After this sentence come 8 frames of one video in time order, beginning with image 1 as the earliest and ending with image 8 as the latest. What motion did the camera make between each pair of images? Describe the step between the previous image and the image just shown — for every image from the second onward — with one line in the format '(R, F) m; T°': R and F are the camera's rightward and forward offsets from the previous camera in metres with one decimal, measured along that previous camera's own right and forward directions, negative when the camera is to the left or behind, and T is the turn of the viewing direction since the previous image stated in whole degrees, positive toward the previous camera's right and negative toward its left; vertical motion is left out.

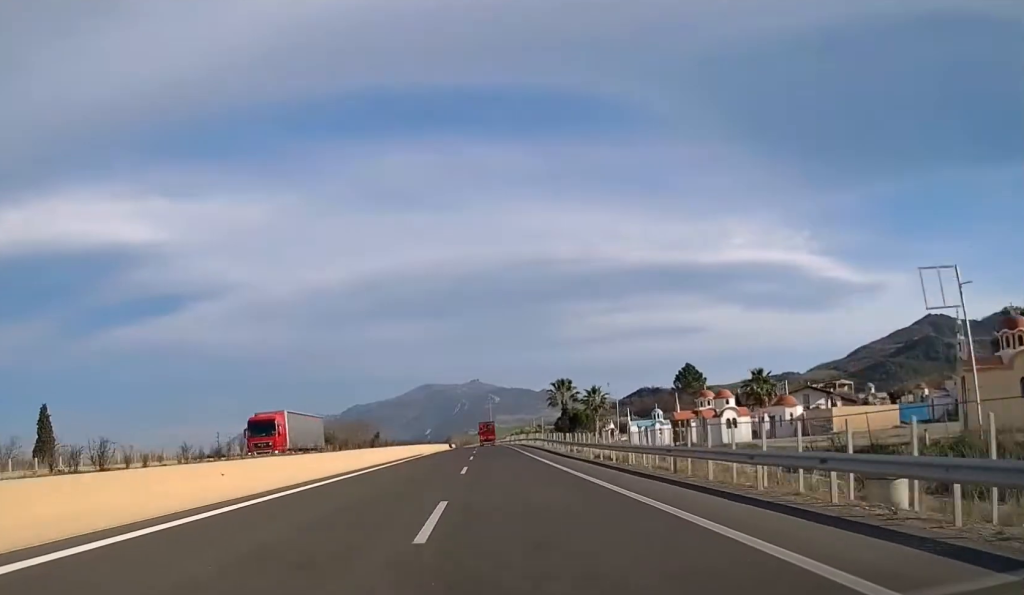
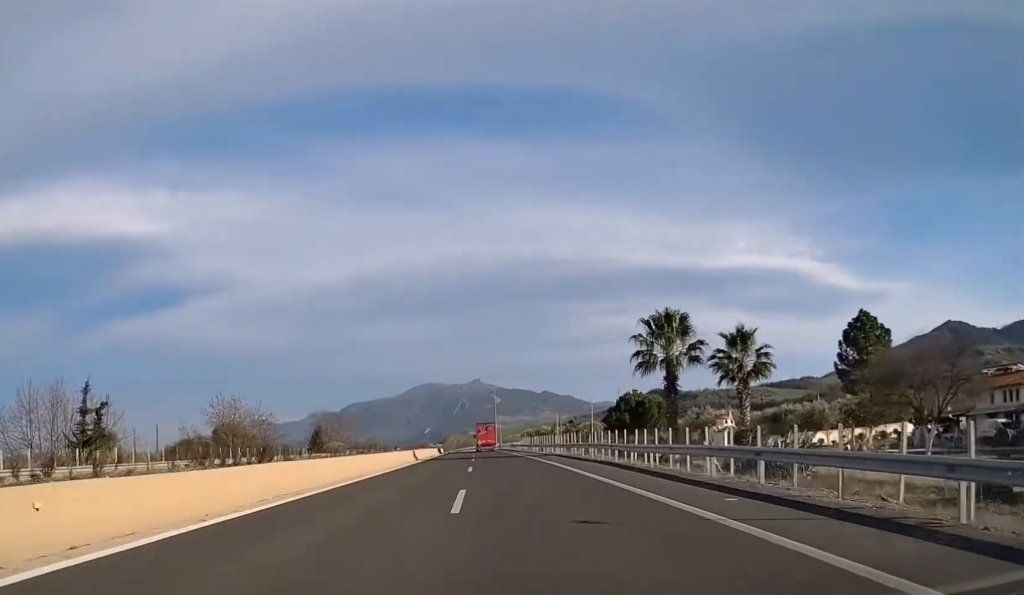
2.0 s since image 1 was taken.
(-0.2, +67.1) m; 0°
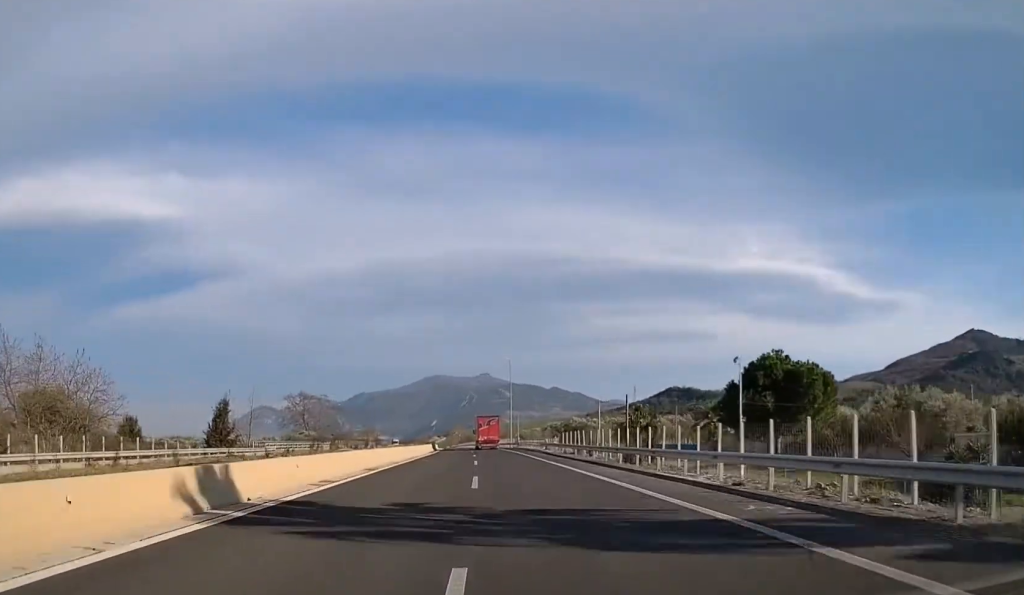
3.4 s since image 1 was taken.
(+0.3, +47.9) m; 0°
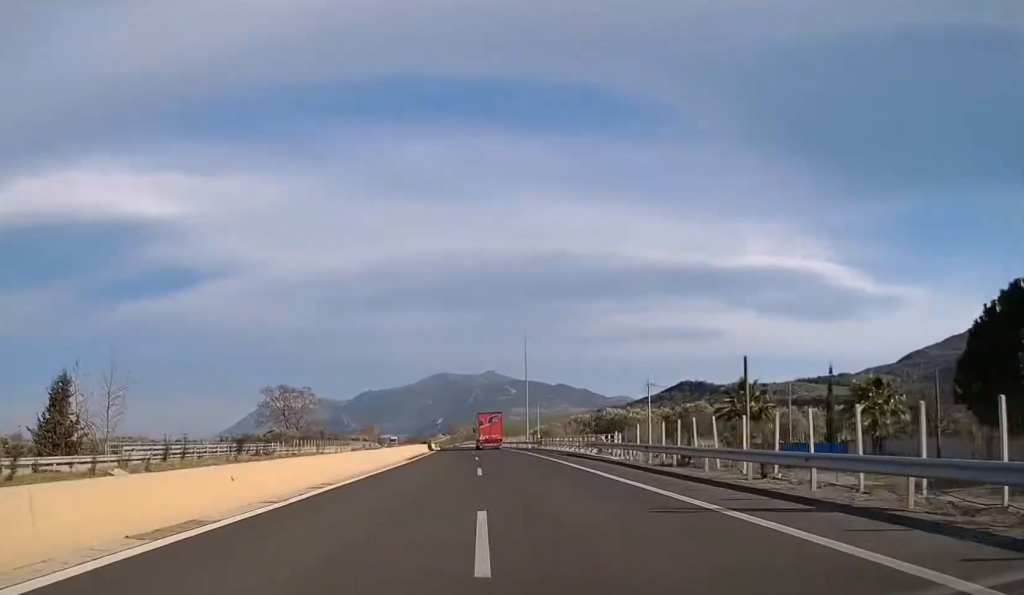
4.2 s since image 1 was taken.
(-0.3, +29.7) m; -1°
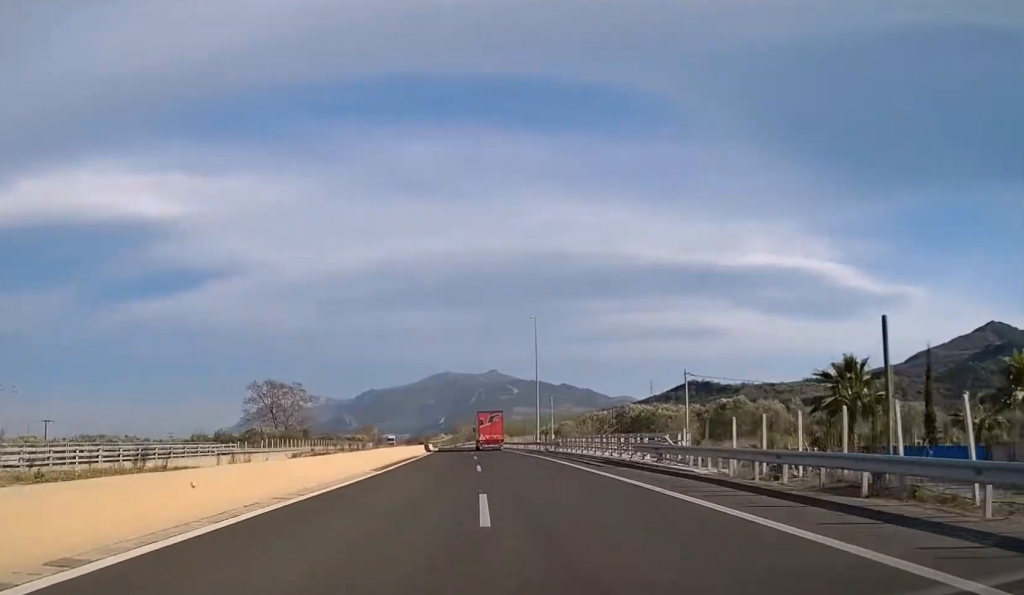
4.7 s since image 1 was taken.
(0.0, +14.8) m; 0°
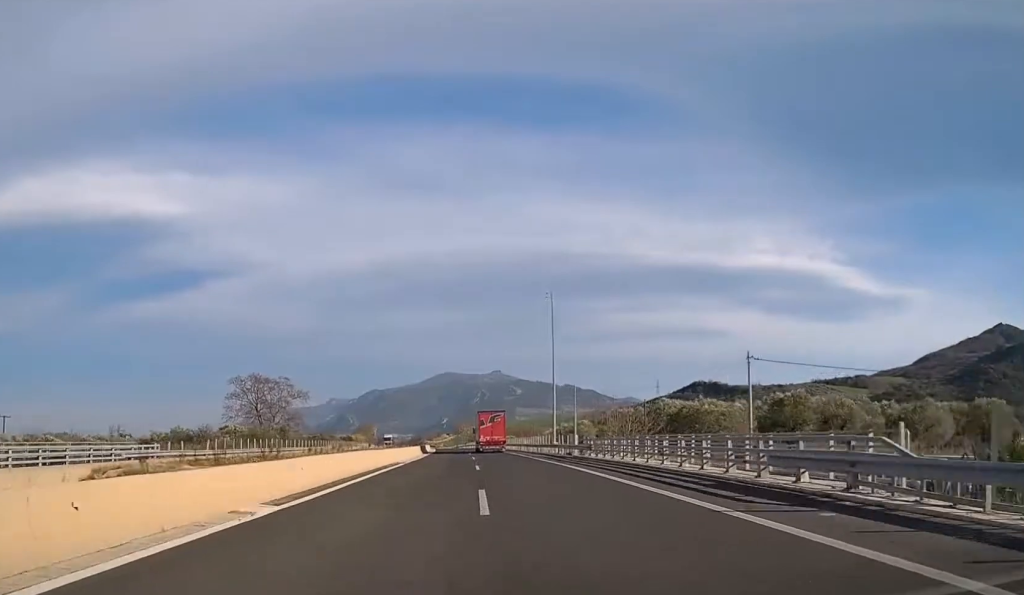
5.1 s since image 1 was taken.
(0.0, +15.9) m; 0°
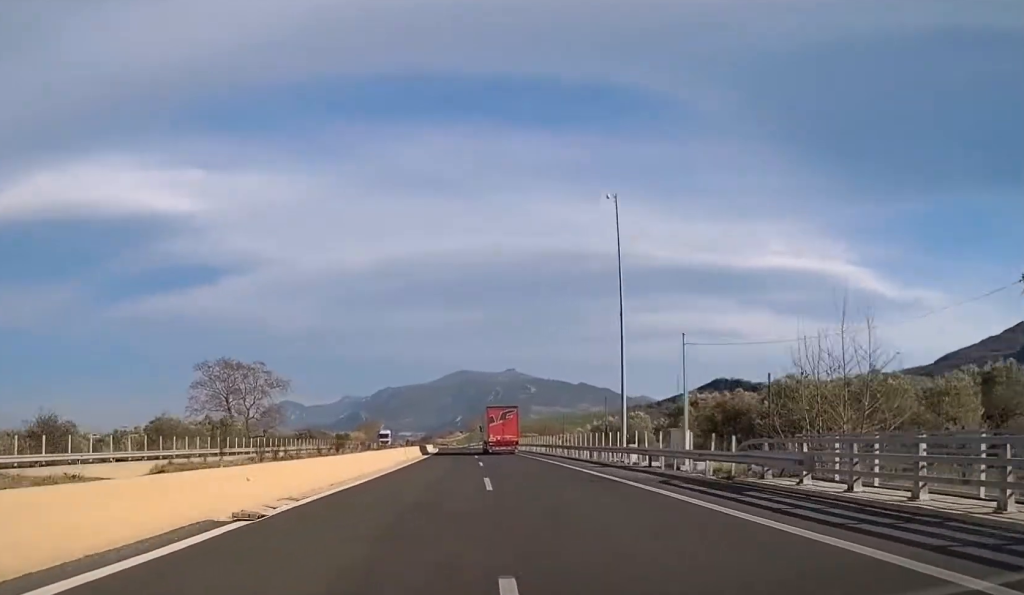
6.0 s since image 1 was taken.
(0.0, +29.5) m; -1°
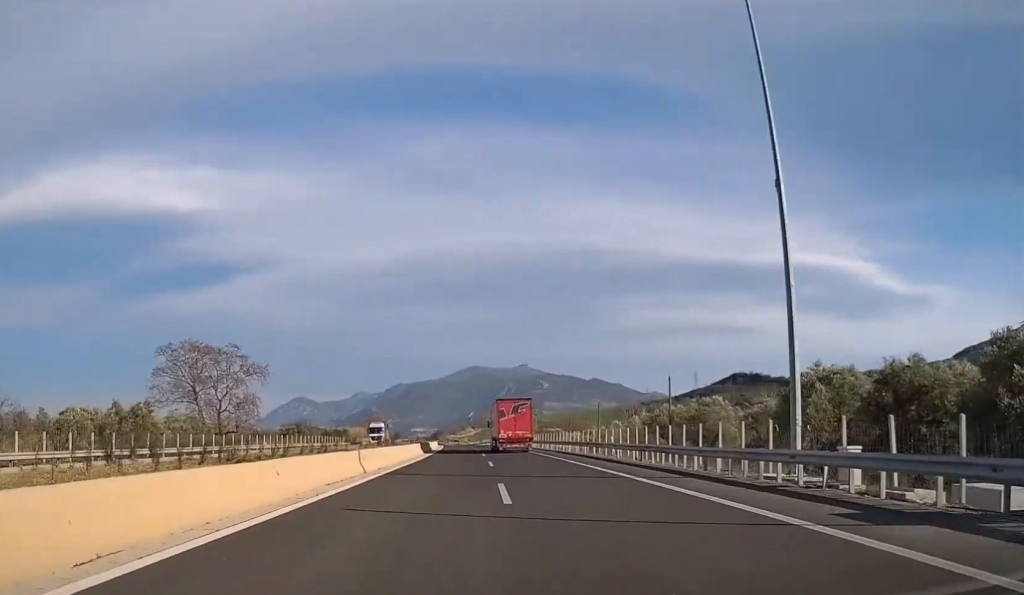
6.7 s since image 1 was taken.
(-0.2, +22.8) m; -1°
